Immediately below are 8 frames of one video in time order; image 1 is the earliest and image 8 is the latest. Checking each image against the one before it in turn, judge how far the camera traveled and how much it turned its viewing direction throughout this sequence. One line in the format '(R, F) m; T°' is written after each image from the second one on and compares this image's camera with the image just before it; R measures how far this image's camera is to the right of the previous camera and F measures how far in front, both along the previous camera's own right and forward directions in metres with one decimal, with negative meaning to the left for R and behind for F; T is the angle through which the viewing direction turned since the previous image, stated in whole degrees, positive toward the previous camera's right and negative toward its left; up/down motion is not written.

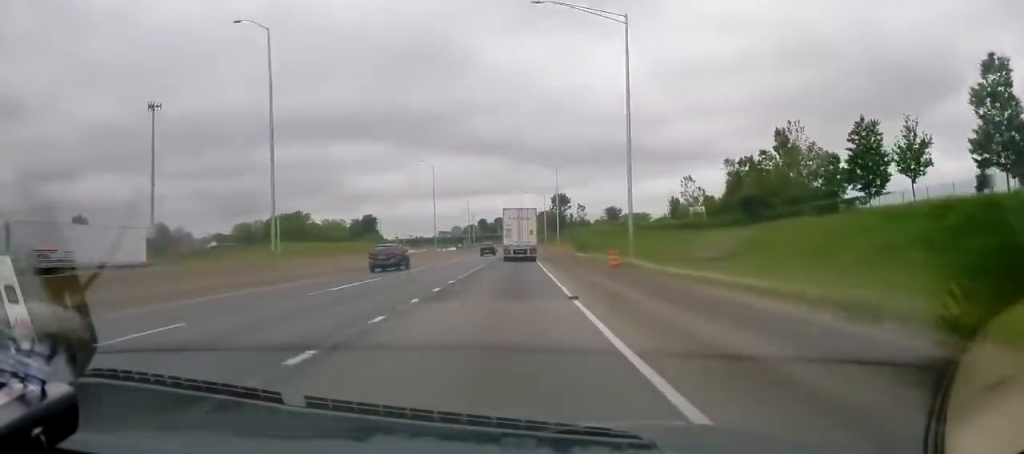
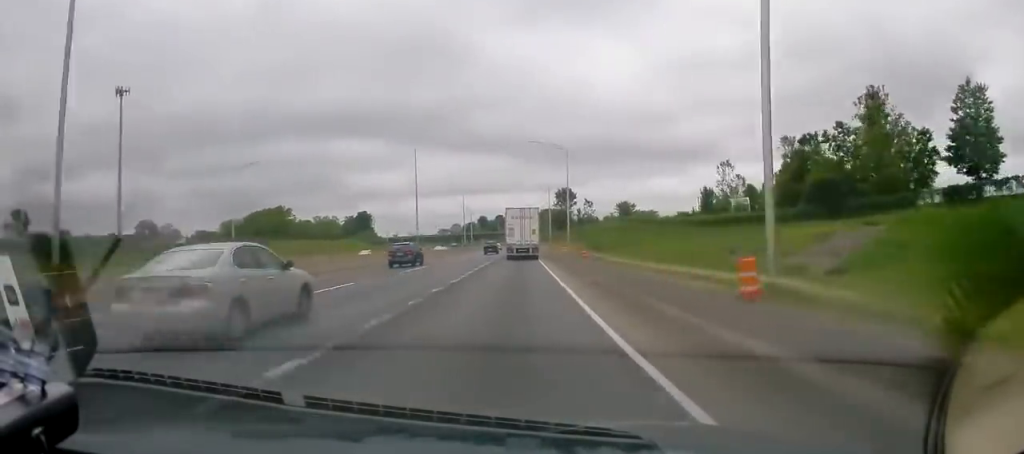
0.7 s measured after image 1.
(-0.2, +18.9) m; 0°
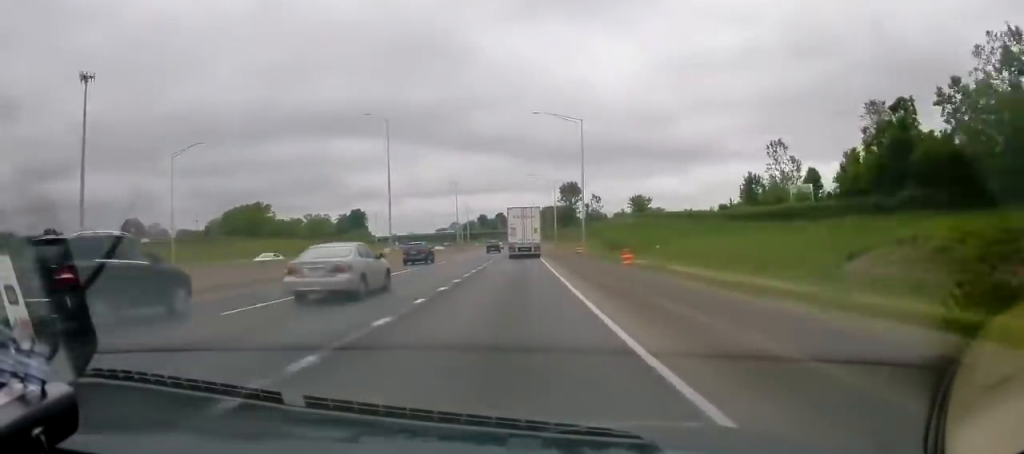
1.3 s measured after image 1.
(-0.1, +18.0) m; 0°
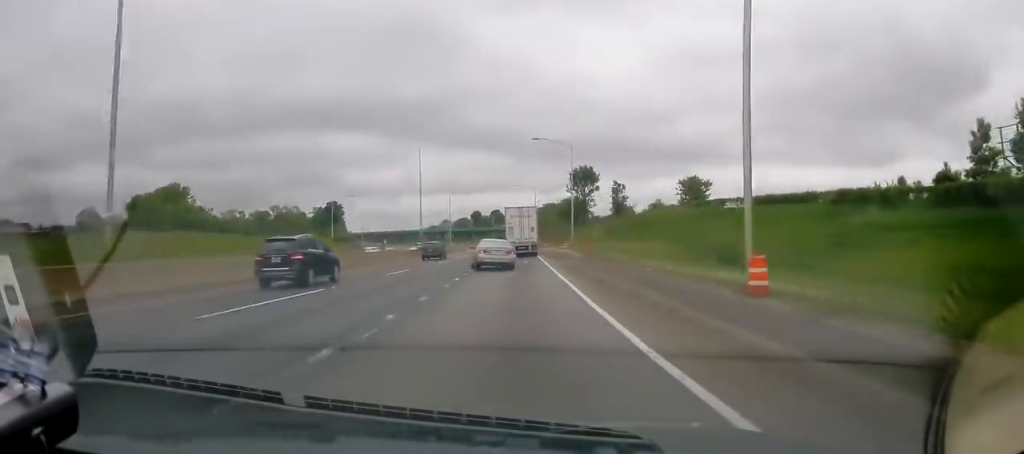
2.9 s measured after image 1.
(0.0, +46.6) m; -1°
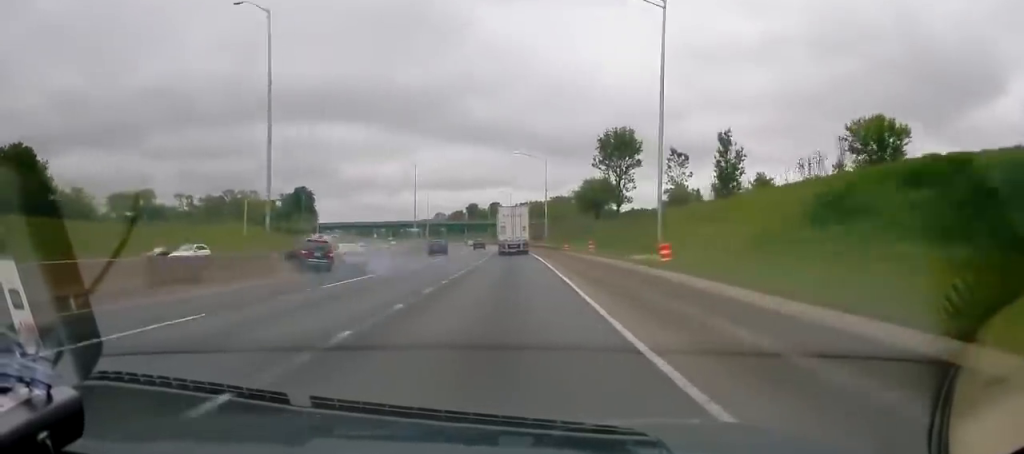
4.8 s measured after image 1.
(+0.4, +53.1) m; +1°
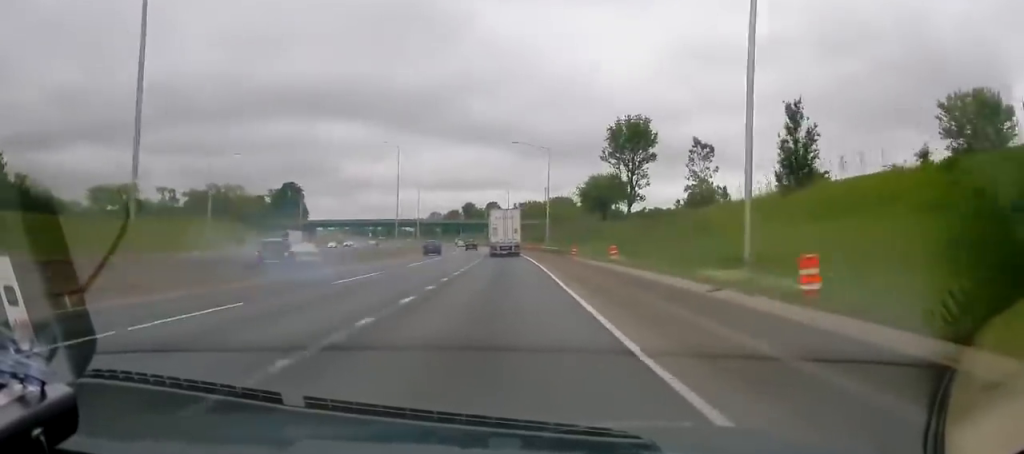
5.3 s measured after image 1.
(+0.1, +13.0) m; 0°
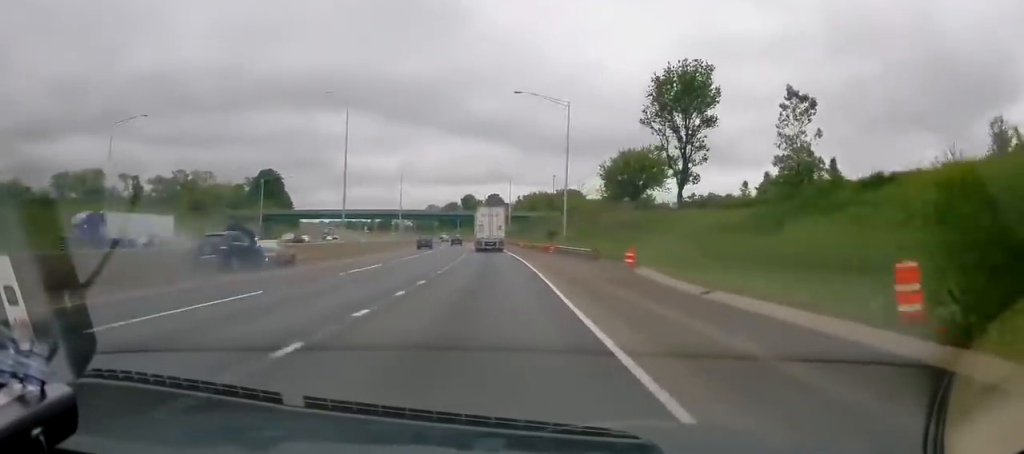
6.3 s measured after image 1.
(-0.4, +28.3) m; -1°
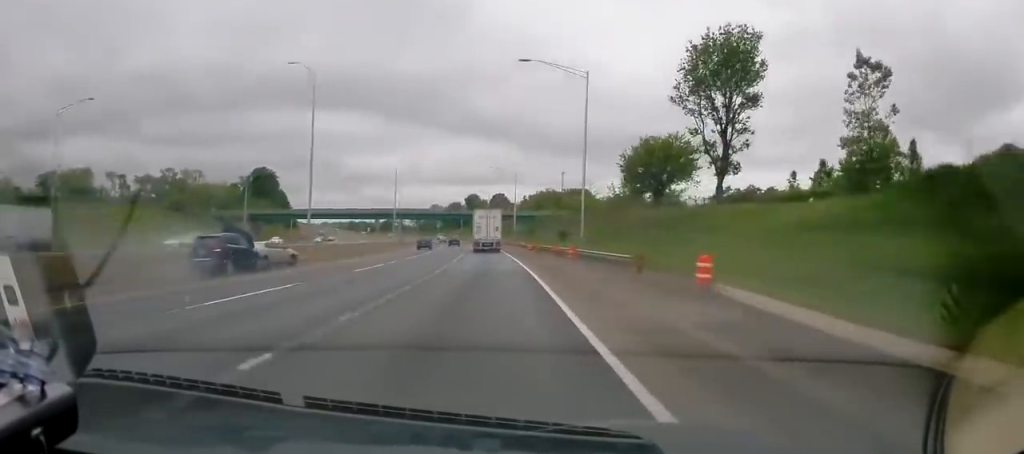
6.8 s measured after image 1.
(0.0, +11.6) m; 0°
